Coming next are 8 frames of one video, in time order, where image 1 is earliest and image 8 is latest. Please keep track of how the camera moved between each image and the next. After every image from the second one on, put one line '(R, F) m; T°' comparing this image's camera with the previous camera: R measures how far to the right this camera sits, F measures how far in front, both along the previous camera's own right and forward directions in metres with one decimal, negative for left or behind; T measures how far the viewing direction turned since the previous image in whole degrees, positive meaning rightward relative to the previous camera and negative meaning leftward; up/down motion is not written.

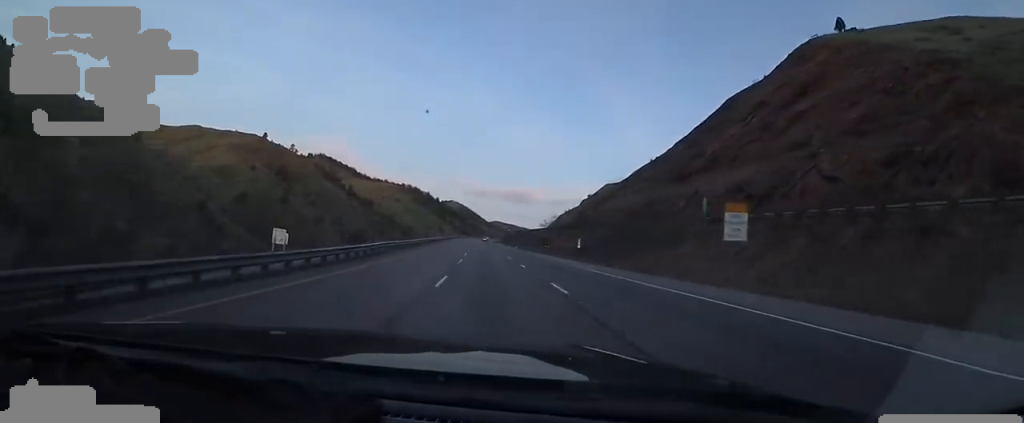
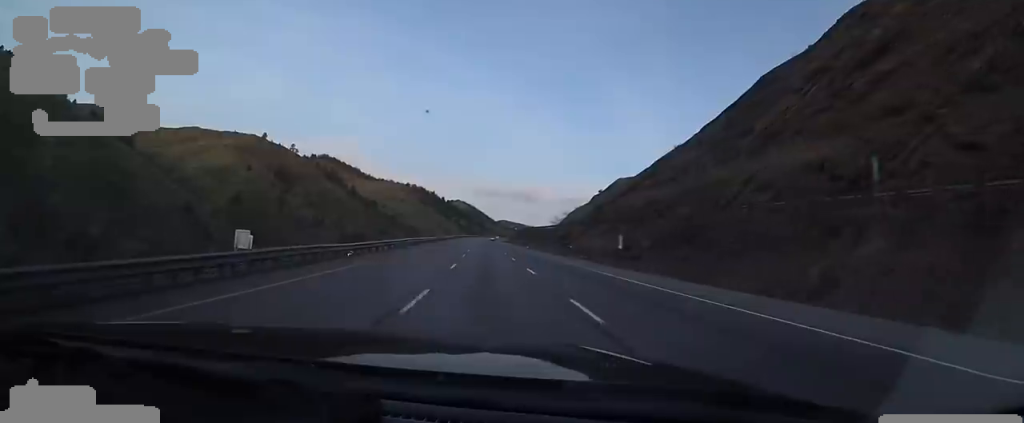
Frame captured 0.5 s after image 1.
(+0.4, +16.4) m; 0°
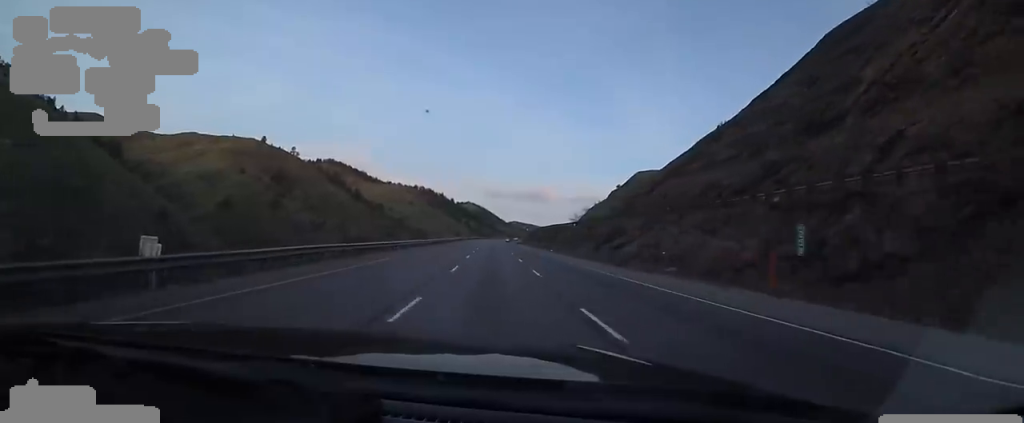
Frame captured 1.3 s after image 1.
(-1.1, +24.7) m; -2°
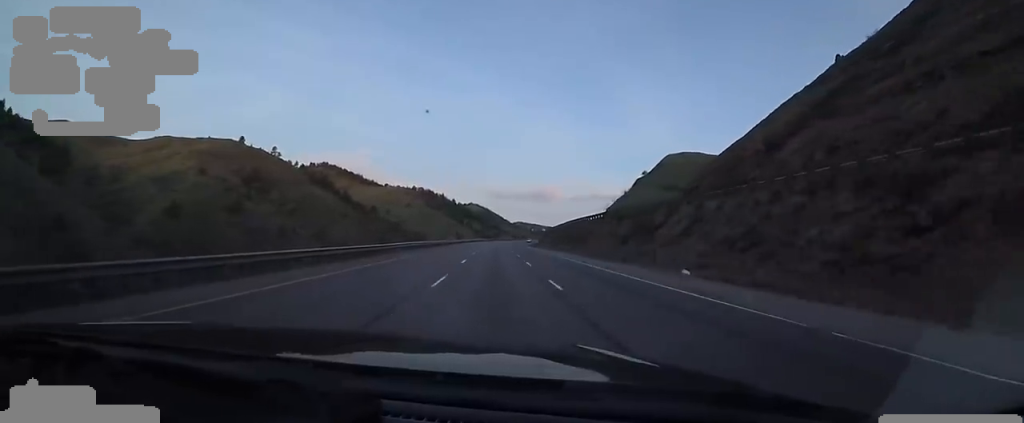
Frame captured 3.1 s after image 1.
(-2.2, +53.5) m; -3°
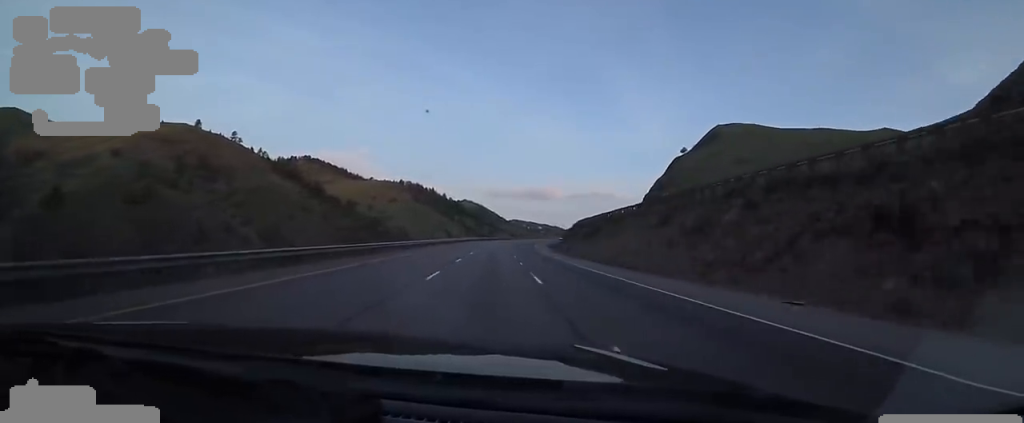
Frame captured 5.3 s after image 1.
(+2.5, +69.7) m; +3°
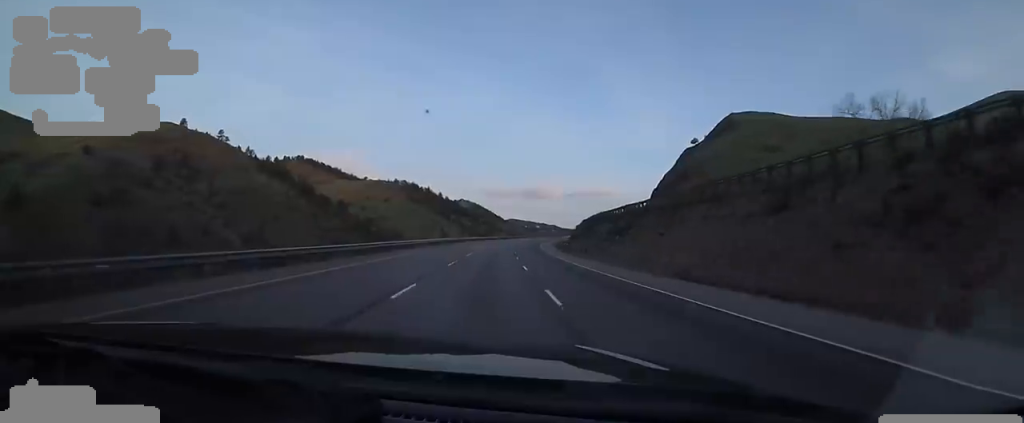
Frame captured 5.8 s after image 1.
(0.0, +16.9) m; 0°
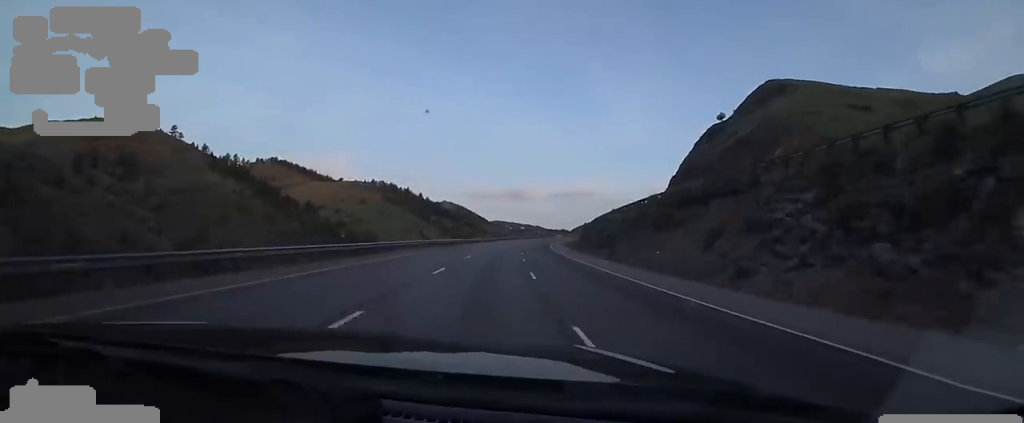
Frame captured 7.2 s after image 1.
(0.0, +42.1) m; +2°
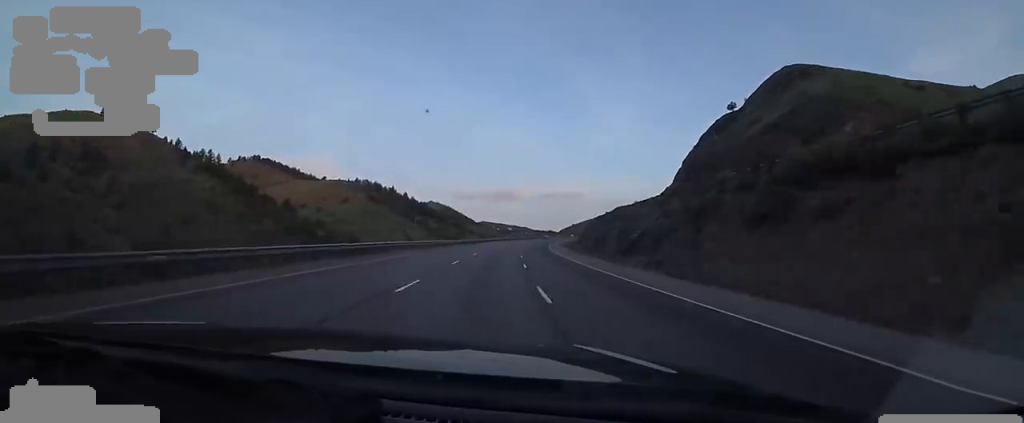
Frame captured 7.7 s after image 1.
(+0.3, +17.7) m; +3°
